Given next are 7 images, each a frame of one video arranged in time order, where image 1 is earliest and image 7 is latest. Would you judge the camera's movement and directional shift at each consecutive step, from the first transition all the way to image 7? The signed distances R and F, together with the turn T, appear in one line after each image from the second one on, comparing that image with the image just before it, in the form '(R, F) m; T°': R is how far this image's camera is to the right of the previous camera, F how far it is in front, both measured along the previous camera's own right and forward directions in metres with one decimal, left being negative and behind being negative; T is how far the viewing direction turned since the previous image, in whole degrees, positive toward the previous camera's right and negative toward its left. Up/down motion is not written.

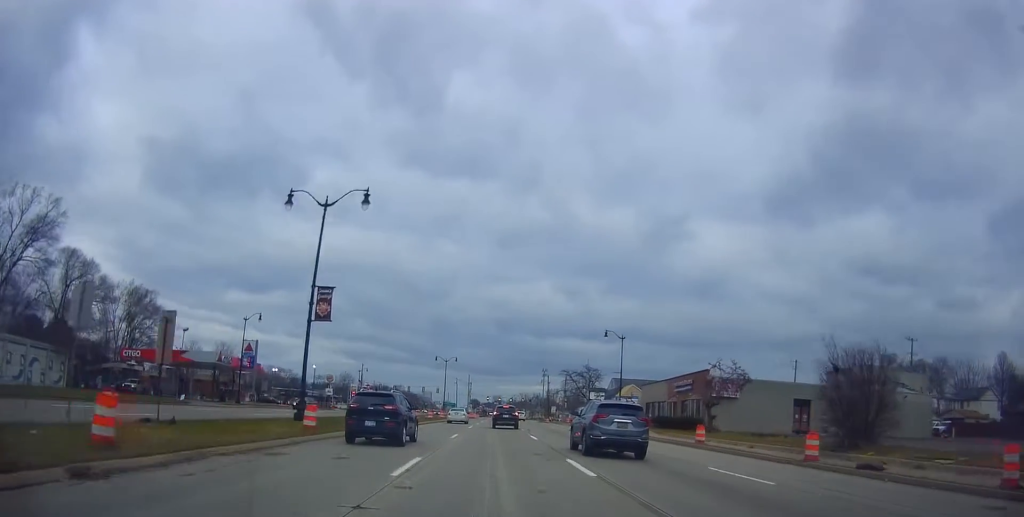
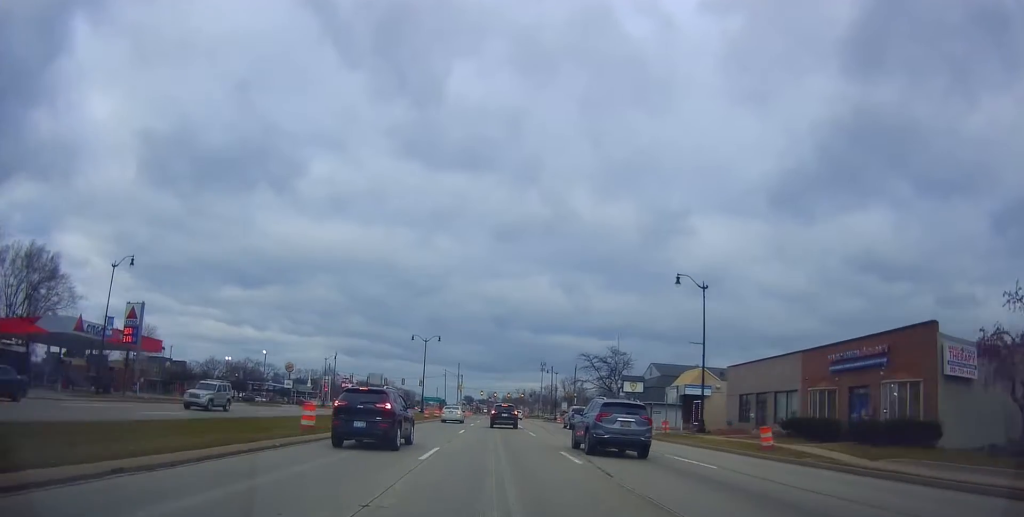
(-0.9, +26.4) m; -1°
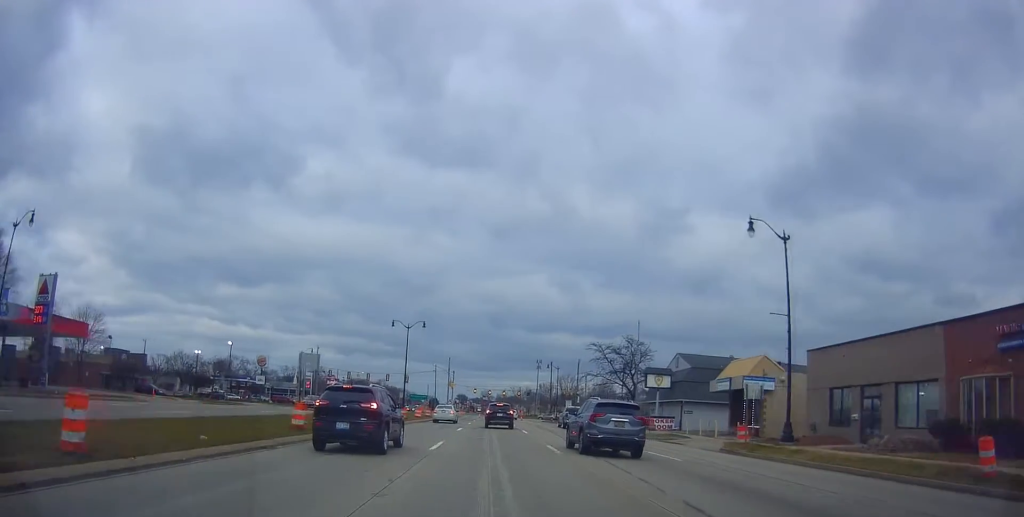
(+0.1, +12.3) m; +1°
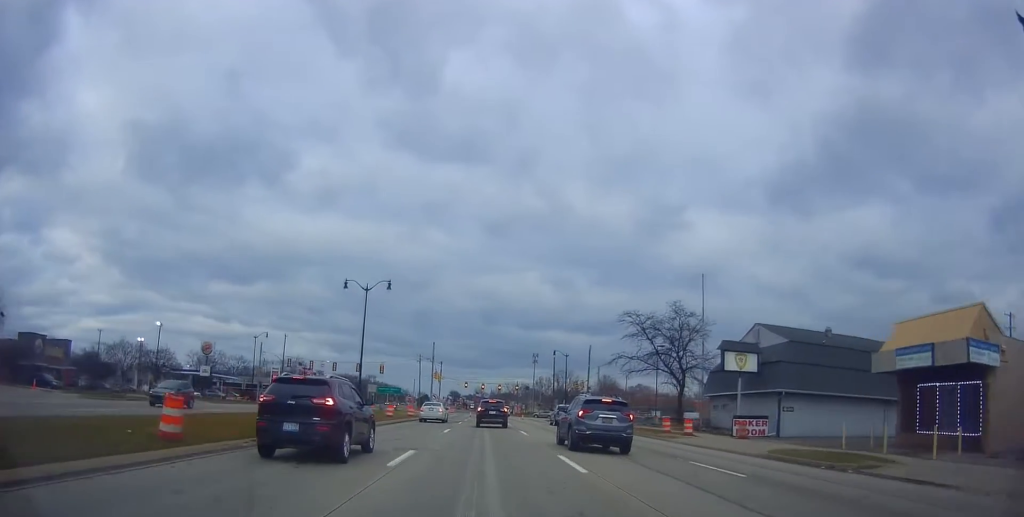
(+0.4, +19.6) m; +2°
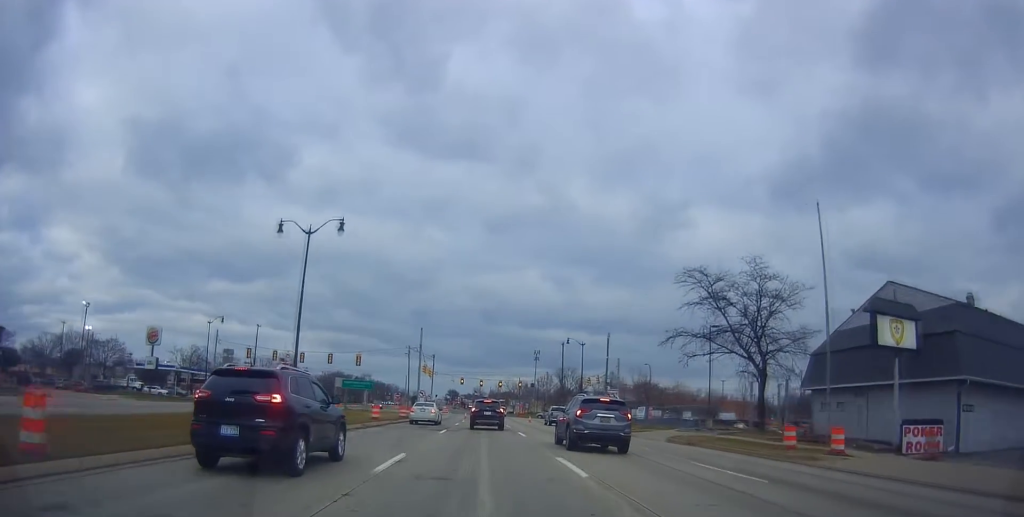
(+0.2, +15.4) m; 0°
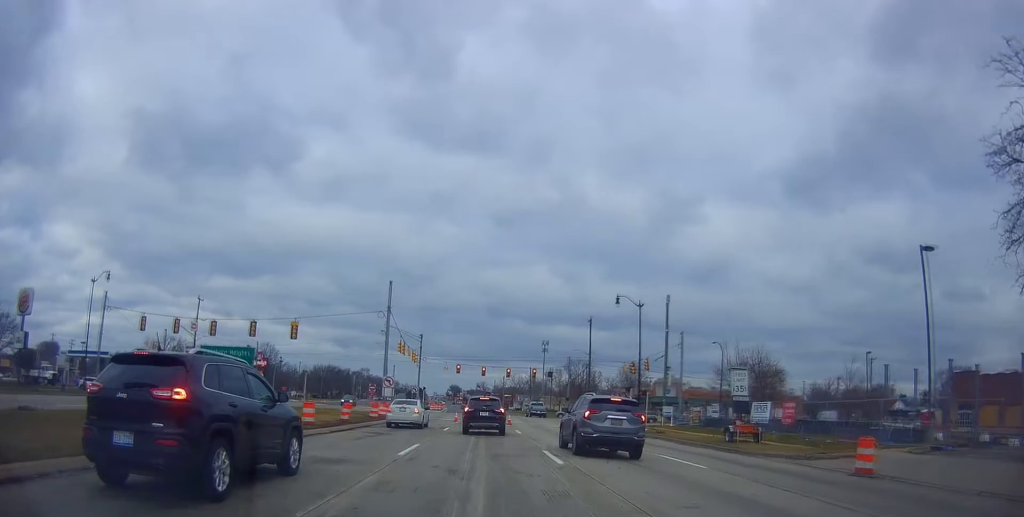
(-1.1, +26.6) m; -1°
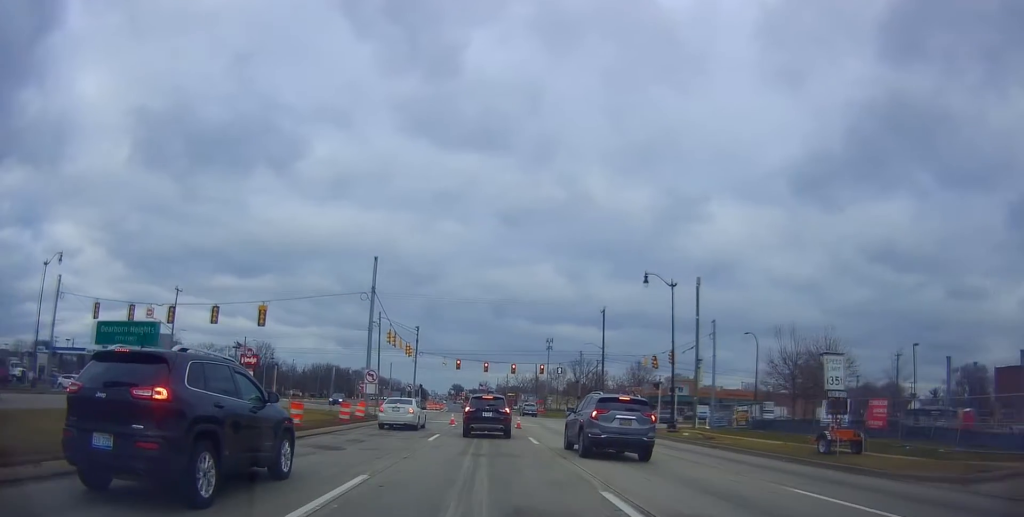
(+0.5, +7.4) m; +2°
